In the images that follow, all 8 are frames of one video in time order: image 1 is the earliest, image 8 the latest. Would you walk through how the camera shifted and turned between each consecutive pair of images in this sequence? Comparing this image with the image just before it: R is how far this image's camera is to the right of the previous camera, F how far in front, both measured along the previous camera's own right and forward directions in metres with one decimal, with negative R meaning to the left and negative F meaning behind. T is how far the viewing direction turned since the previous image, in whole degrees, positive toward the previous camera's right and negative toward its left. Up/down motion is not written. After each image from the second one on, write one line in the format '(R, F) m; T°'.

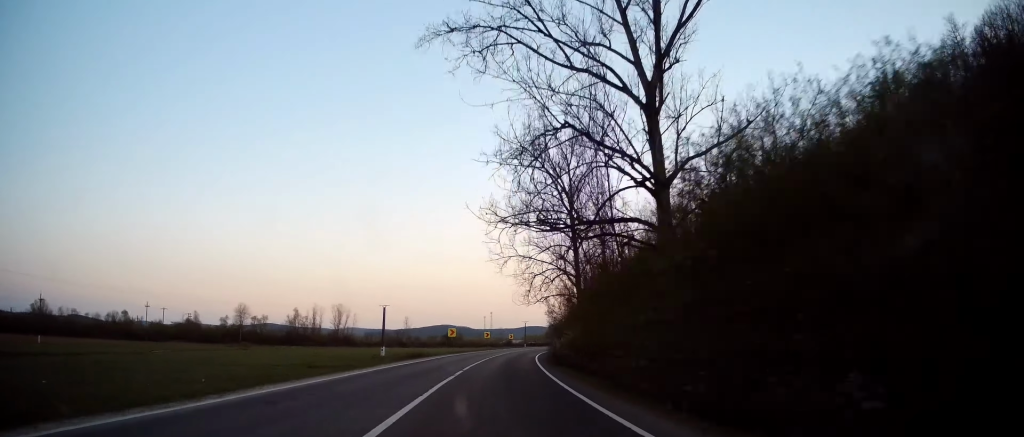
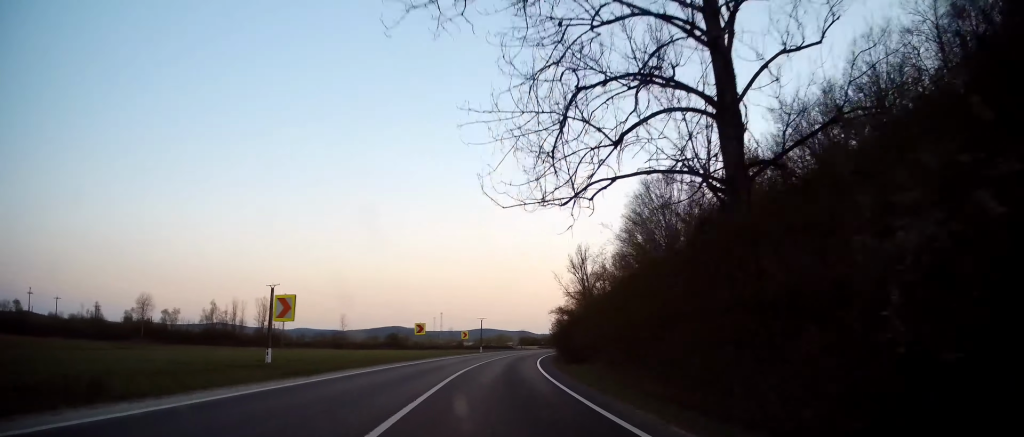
(+0.5, +40.0) m; +3°
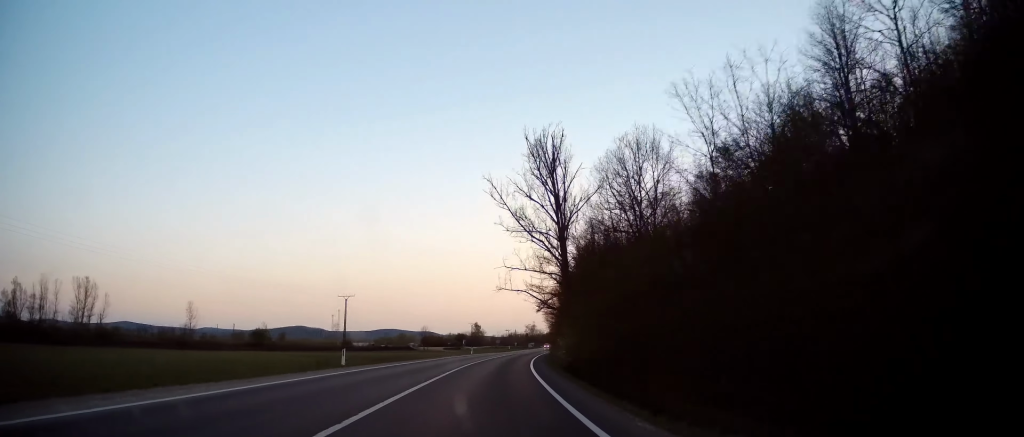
(+6.2, +65.9) m; +10°
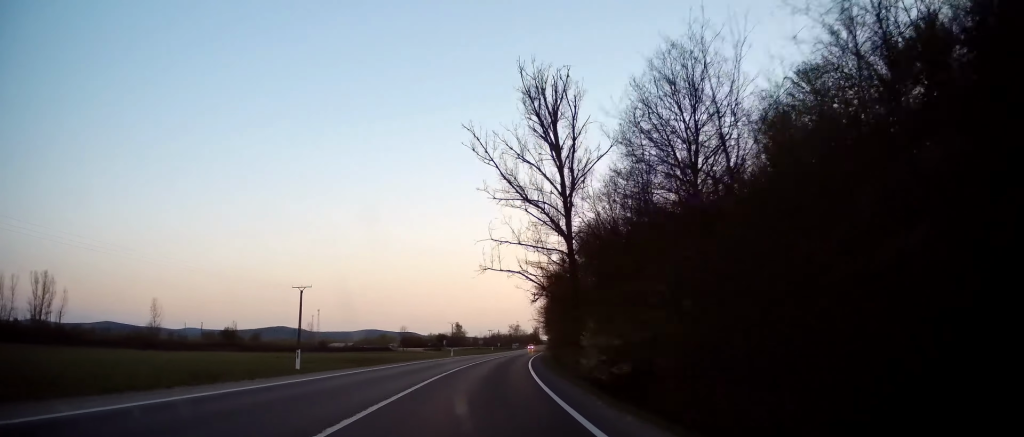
(+0.1, +12.6) m; +2°
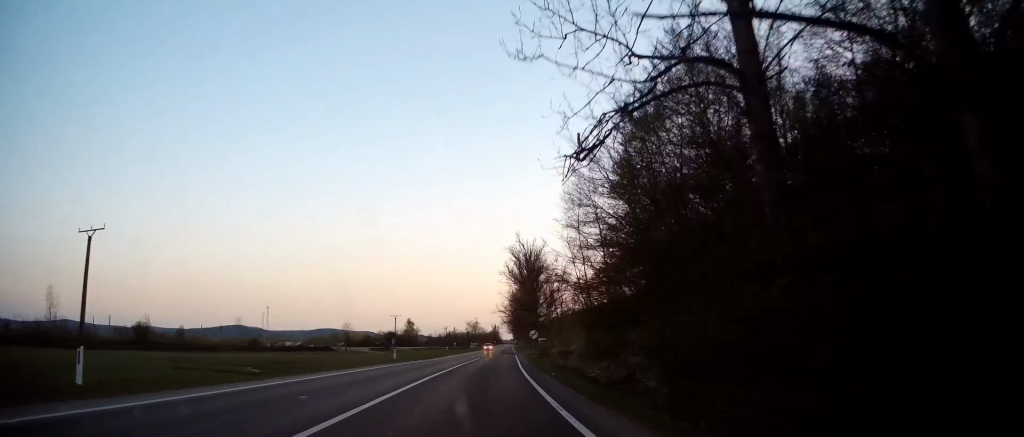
(+1.5, +33.5) m; +5°
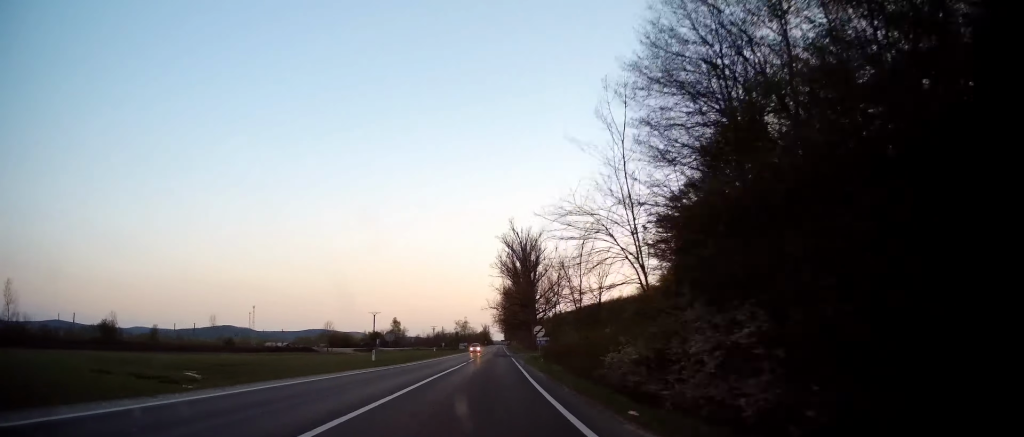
(+0.1, +13.6) m; +2°
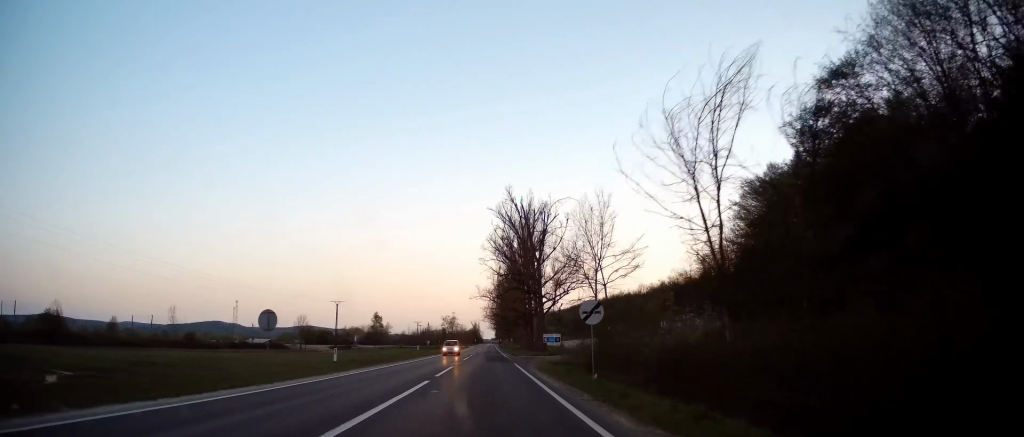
(+0.7, +21.9) m; +2°
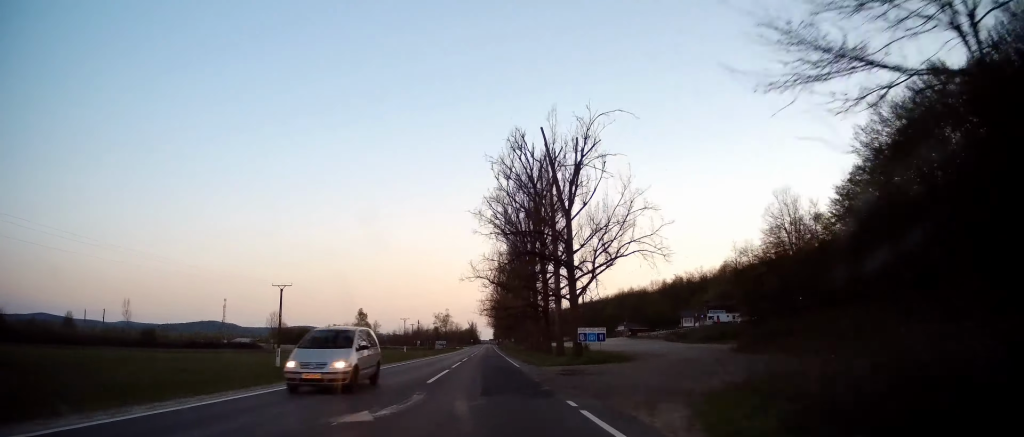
(+0.2, +24.6) m; +1°
